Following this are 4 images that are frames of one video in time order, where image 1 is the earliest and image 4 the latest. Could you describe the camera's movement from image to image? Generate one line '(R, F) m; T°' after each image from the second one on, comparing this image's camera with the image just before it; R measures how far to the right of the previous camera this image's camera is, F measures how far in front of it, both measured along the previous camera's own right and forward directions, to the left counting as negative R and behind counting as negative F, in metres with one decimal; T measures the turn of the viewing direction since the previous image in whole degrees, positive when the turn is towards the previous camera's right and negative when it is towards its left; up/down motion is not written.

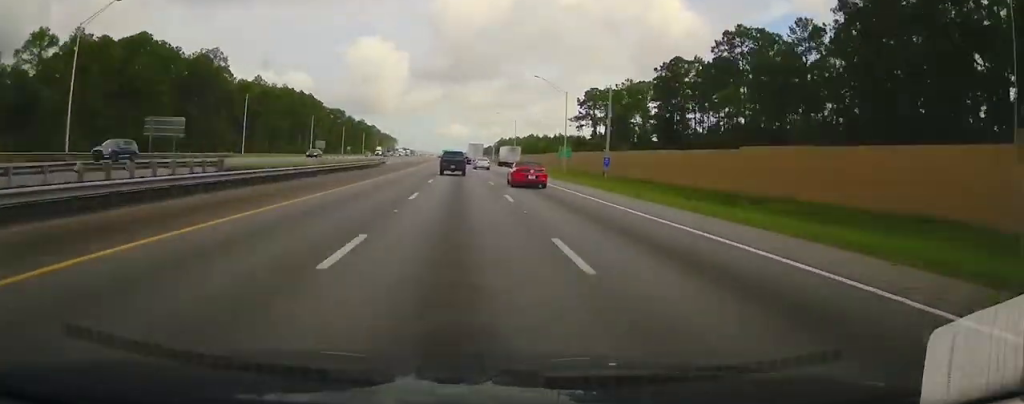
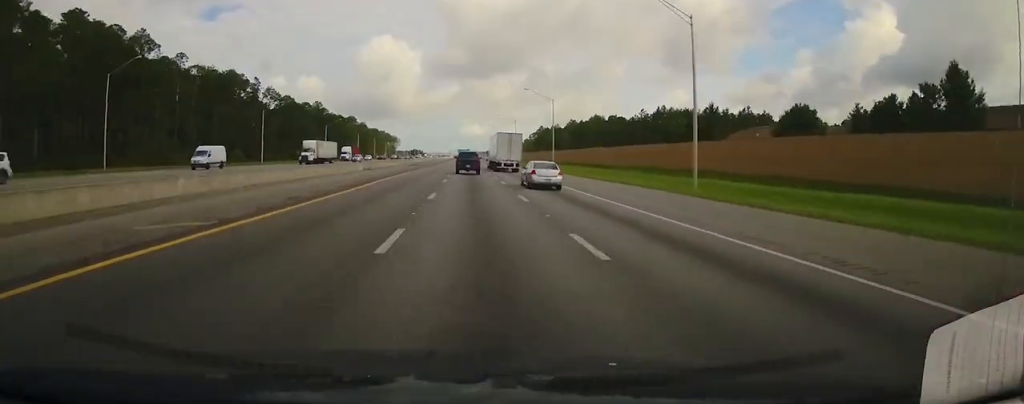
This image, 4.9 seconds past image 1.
(-2.3, +170.9) m; -1°
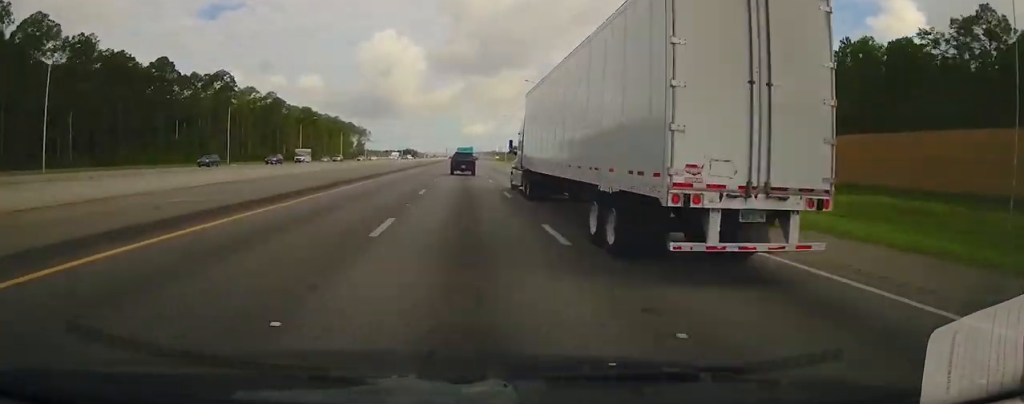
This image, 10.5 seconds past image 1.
(-0.1, +194.5) m; 0°
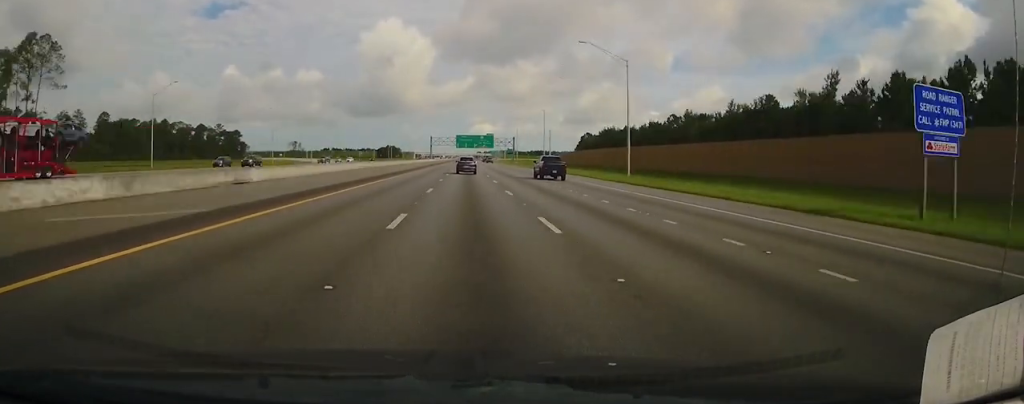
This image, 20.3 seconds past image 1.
(-2.8, +335.7) m; 0°
